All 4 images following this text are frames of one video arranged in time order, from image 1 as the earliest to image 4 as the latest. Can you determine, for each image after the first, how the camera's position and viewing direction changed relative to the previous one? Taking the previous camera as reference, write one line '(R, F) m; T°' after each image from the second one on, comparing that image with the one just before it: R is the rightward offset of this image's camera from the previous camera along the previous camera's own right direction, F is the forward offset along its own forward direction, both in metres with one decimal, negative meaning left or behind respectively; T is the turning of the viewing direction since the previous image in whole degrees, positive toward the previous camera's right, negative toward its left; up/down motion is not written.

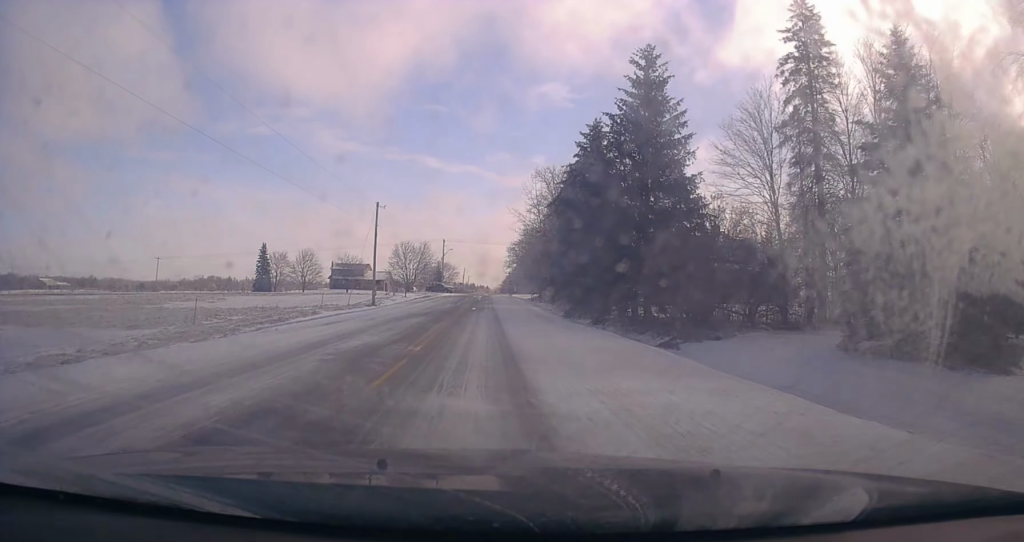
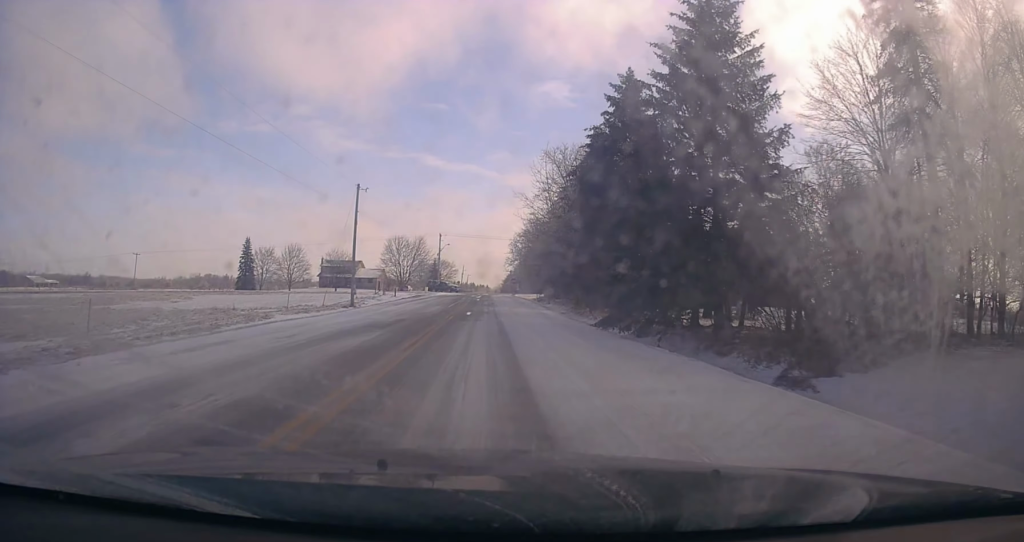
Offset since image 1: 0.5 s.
(+0.6, +11.6) m; 0°
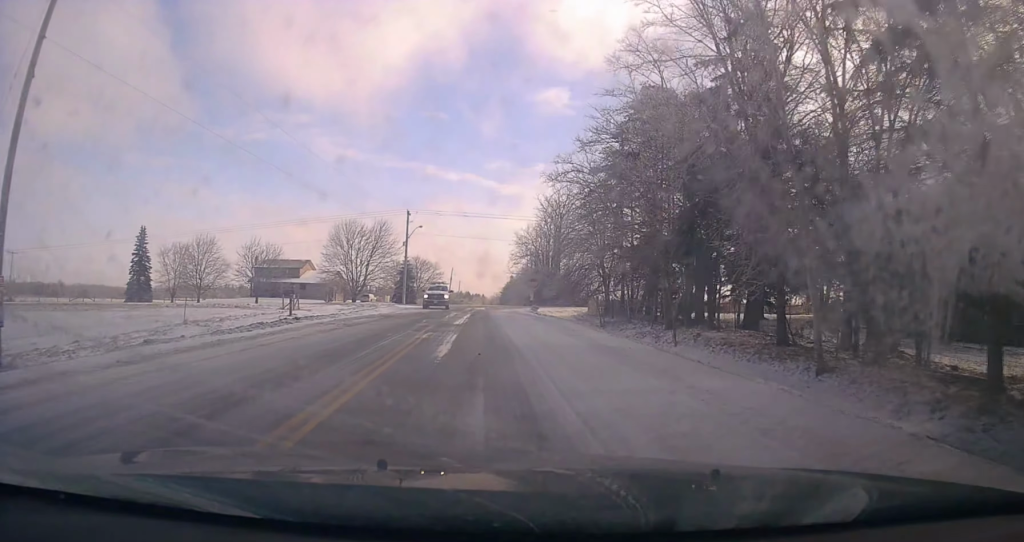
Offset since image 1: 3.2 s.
(-2.1, +48.6) m; -1°
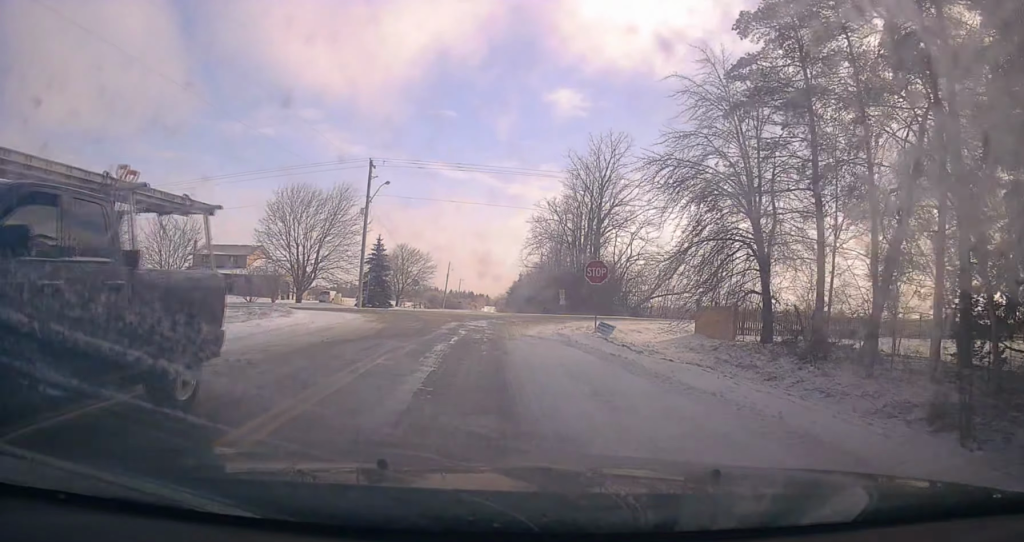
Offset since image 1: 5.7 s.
(+0.2, +31.2) m; -1°
